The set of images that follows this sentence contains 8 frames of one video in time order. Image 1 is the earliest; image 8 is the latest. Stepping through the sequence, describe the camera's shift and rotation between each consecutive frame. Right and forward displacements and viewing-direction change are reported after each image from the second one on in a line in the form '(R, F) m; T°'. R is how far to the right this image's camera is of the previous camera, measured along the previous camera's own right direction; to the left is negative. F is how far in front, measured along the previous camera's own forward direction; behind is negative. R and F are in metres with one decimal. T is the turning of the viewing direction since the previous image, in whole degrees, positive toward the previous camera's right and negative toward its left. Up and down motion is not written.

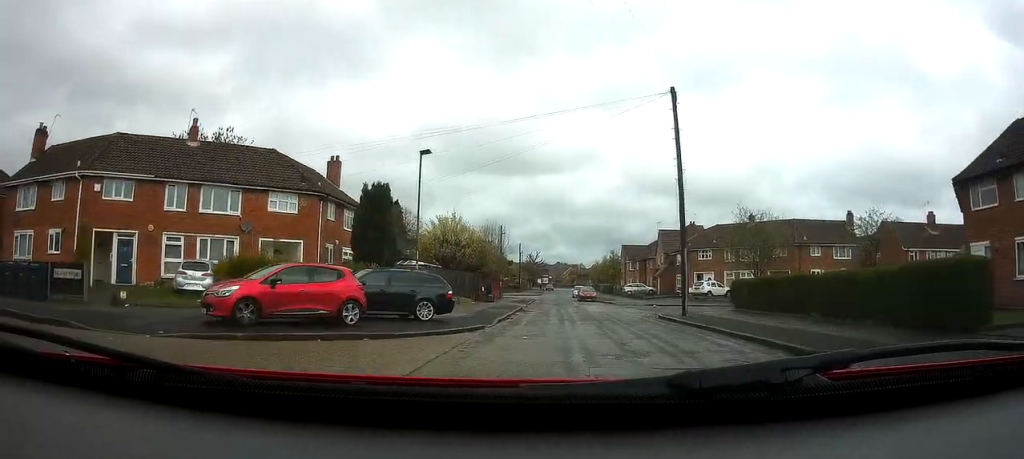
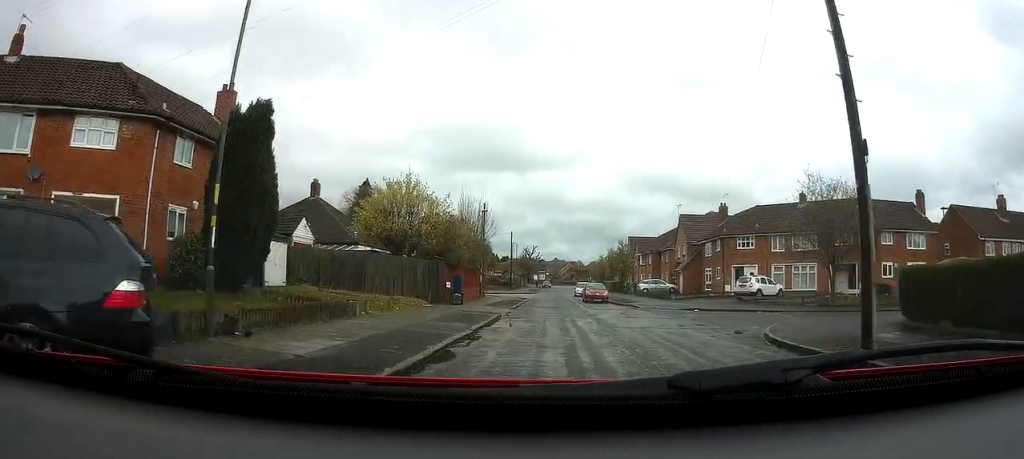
(-0.1, +13.7) m; +1°
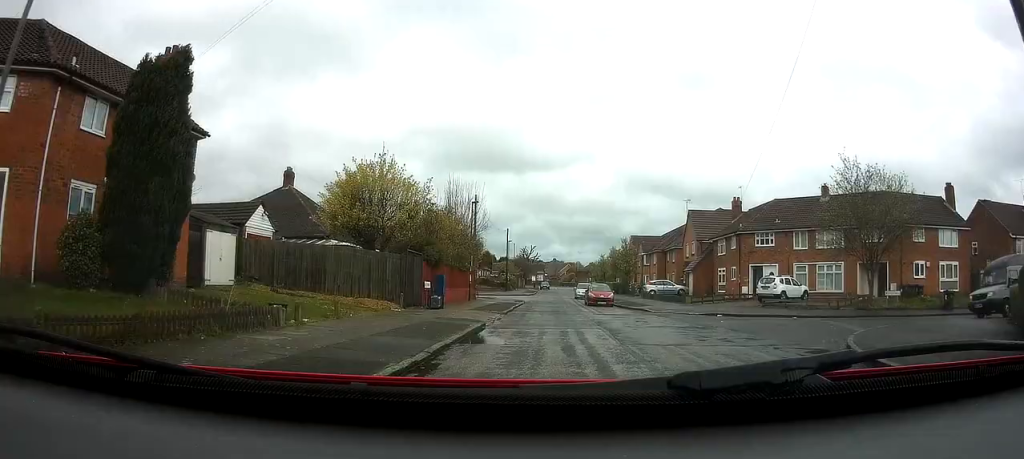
(0.0, +4.5) m; +1°
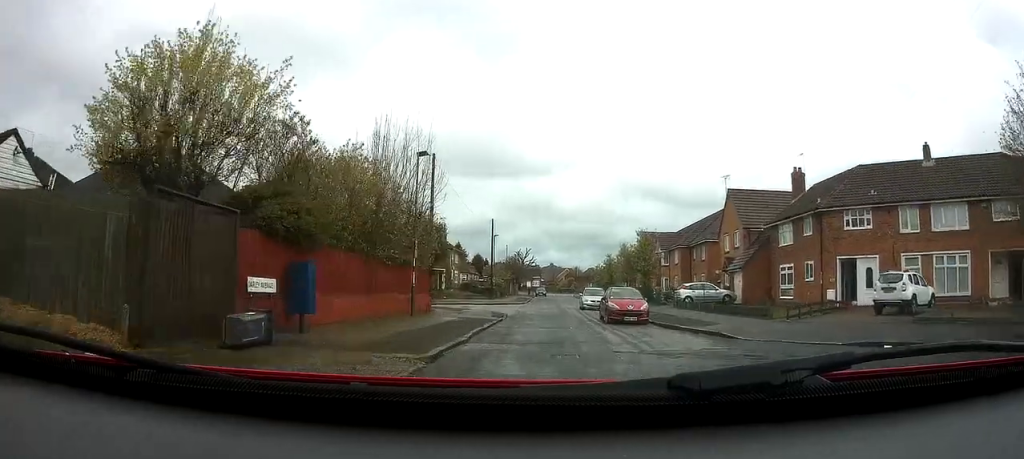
(0.0, +13.9) m; 0°
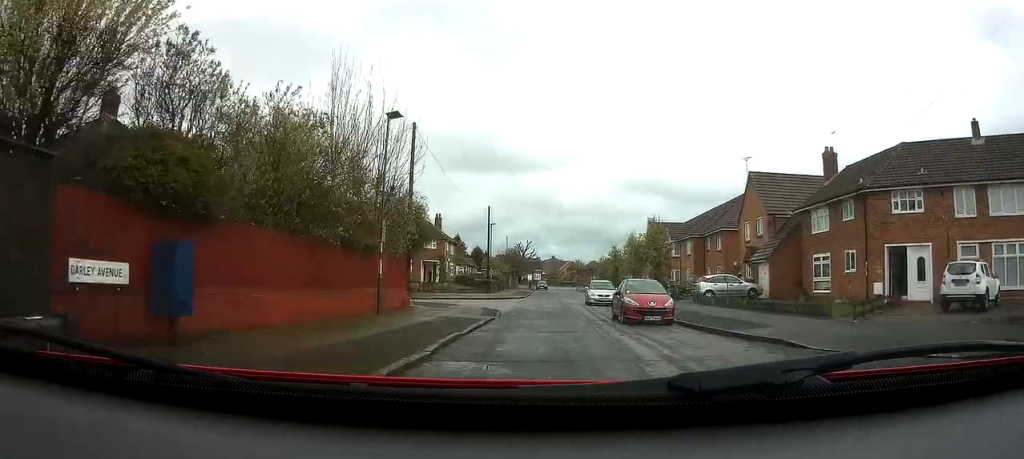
(0.0, +4.5) m; 0°
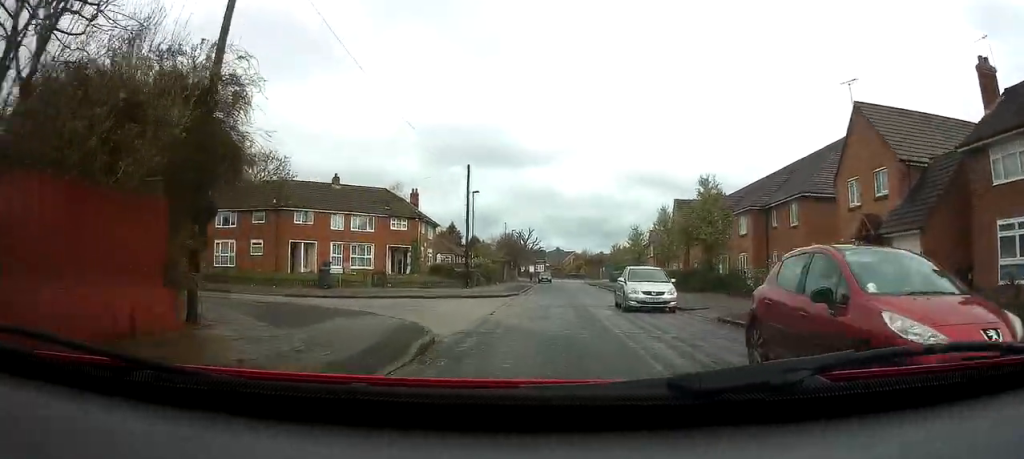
(-0.1, +14.3) m; 0°
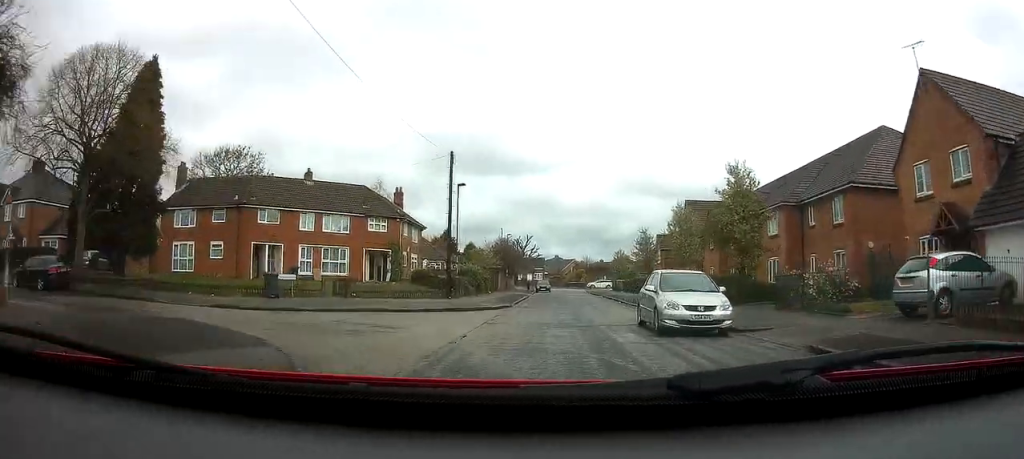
(0.0, +5.6) m; 0°
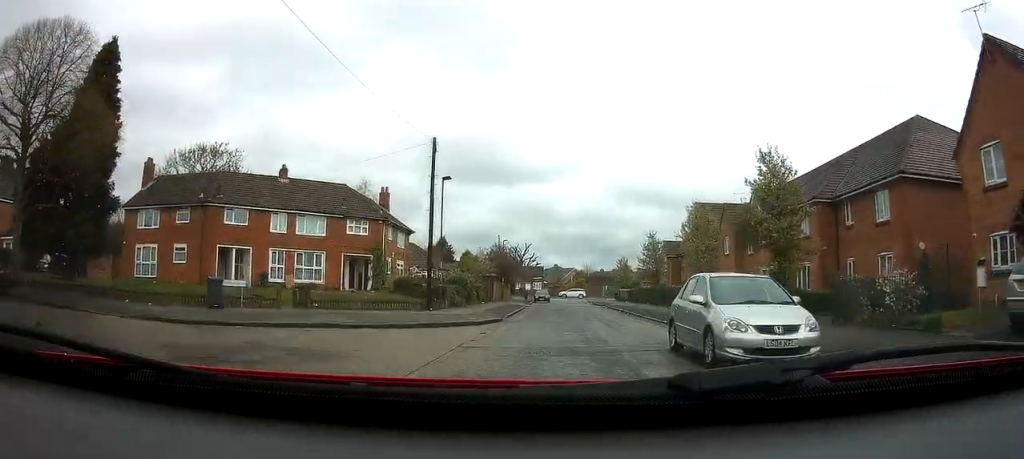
(0.0, +4.2) m; 0°
